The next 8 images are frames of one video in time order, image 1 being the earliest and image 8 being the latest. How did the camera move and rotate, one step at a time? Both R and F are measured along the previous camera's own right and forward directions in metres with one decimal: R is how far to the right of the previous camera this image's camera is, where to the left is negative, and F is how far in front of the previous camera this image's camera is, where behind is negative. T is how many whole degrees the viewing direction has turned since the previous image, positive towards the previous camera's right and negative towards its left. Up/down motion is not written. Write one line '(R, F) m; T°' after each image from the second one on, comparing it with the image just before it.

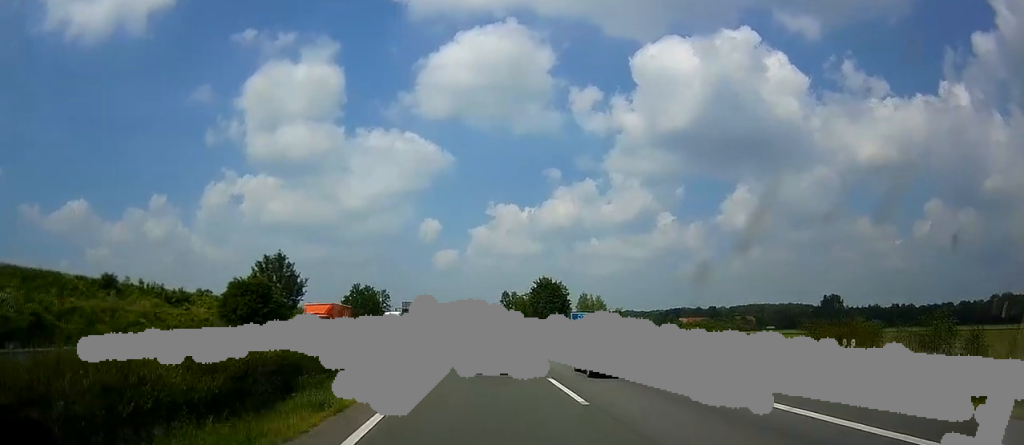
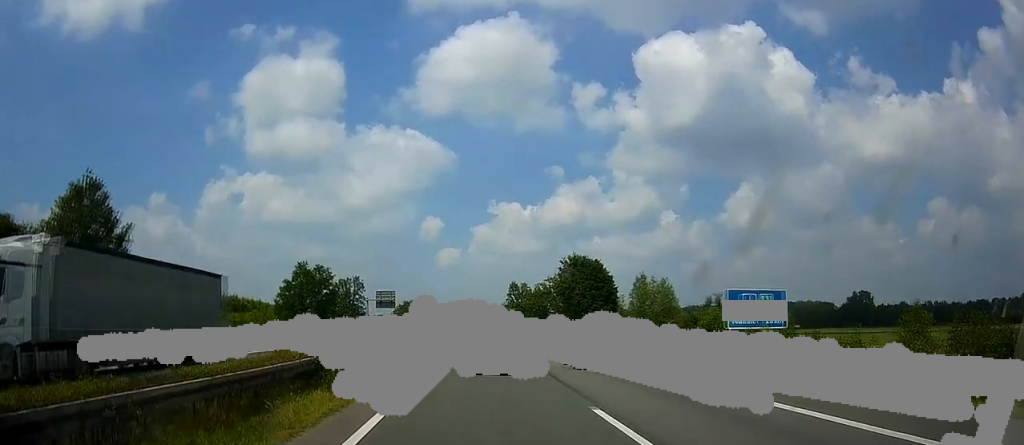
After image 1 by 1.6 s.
(0.0, +41.7) m; -1°
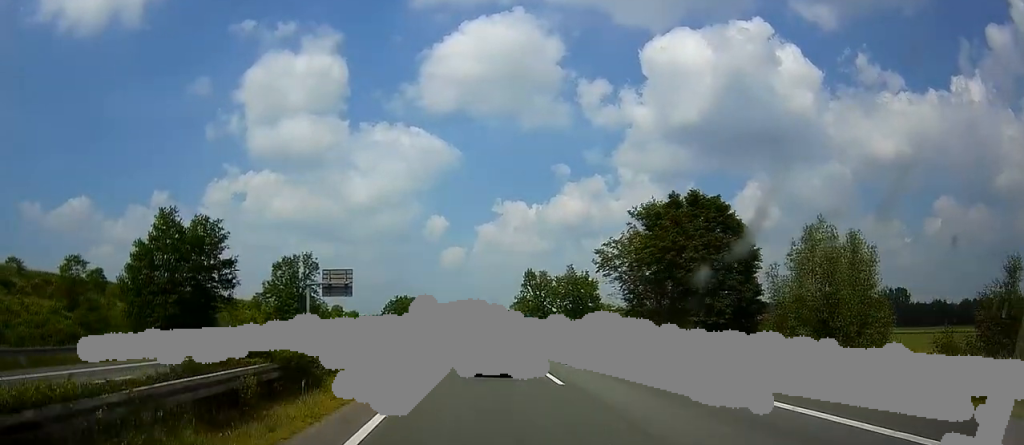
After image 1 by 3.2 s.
(-0.7, +42.0) m; 0°
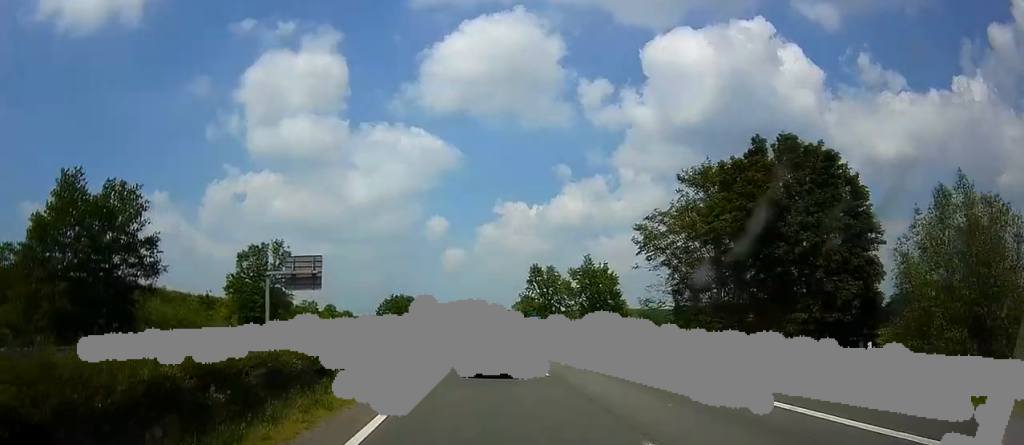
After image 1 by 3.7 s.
(+0.1, +14.5) m; 0°
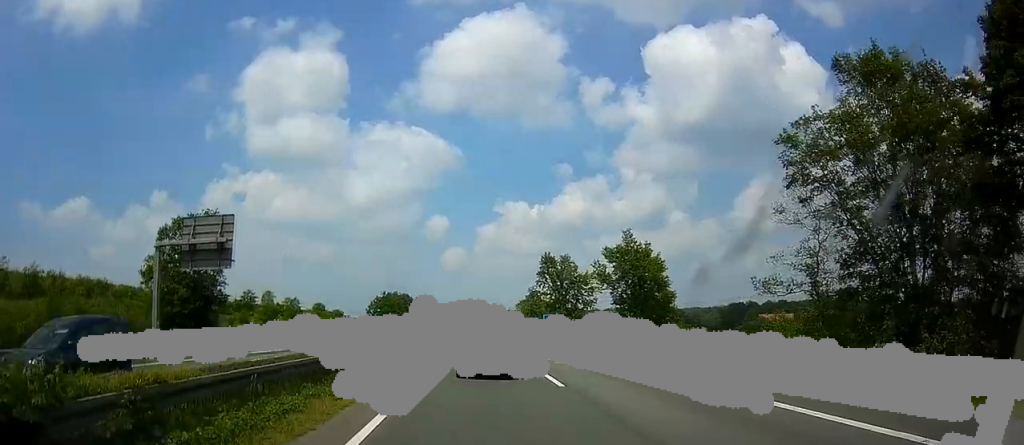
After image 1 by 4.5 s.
(+0.2, +21.8) m; 0°
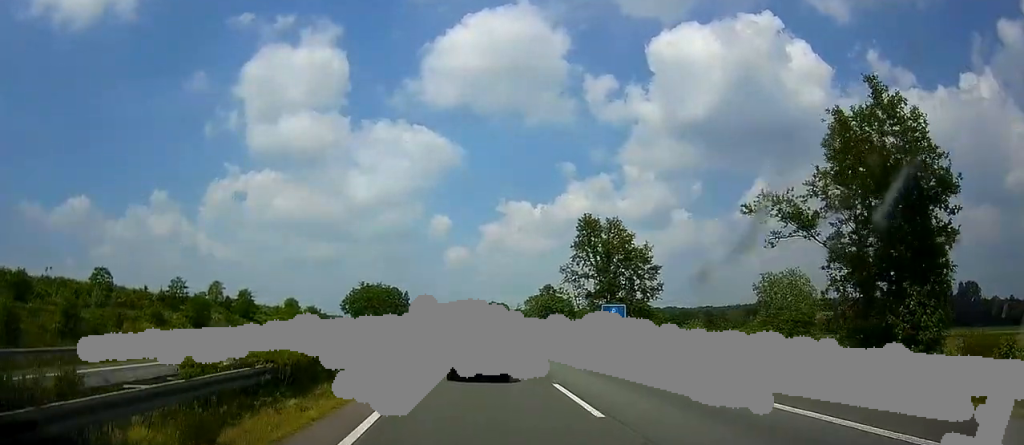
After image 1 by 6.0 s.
(-0.3, +41.7) m; -1°
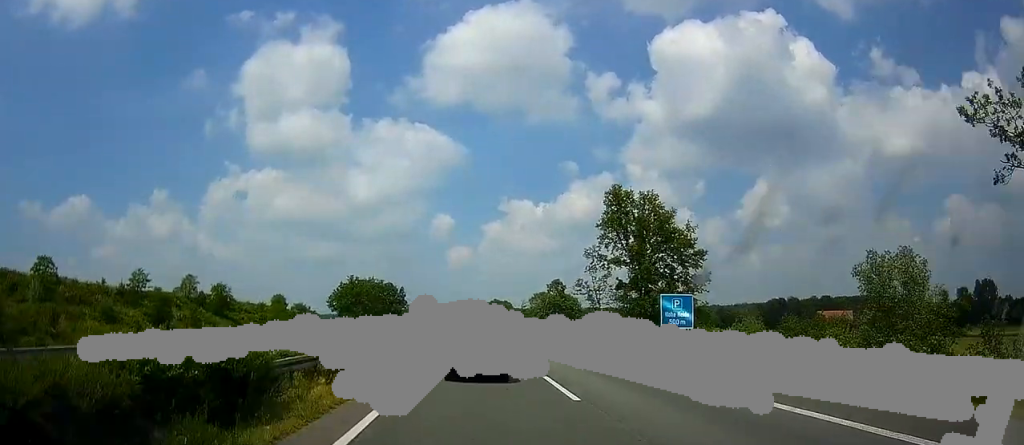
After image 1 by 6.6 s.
(-0.1, +16.2) m; -1°
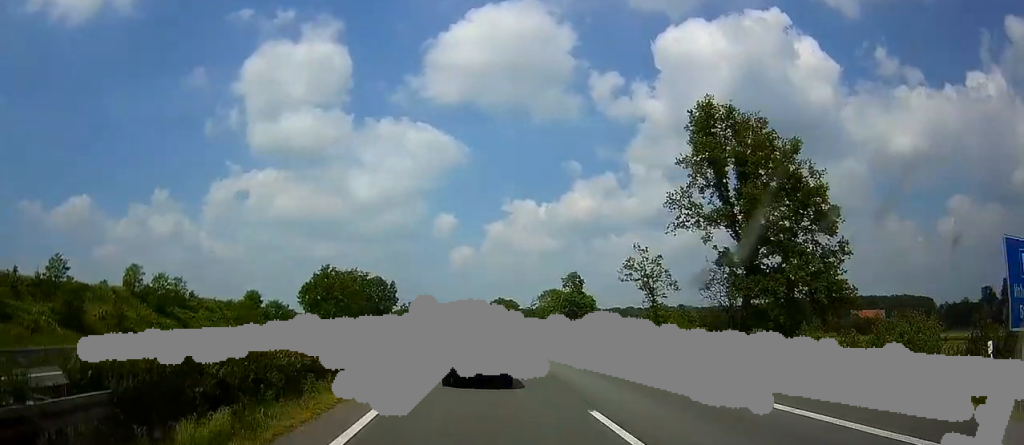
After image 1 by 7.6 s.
(-0.2, +26.2) m; 0°
